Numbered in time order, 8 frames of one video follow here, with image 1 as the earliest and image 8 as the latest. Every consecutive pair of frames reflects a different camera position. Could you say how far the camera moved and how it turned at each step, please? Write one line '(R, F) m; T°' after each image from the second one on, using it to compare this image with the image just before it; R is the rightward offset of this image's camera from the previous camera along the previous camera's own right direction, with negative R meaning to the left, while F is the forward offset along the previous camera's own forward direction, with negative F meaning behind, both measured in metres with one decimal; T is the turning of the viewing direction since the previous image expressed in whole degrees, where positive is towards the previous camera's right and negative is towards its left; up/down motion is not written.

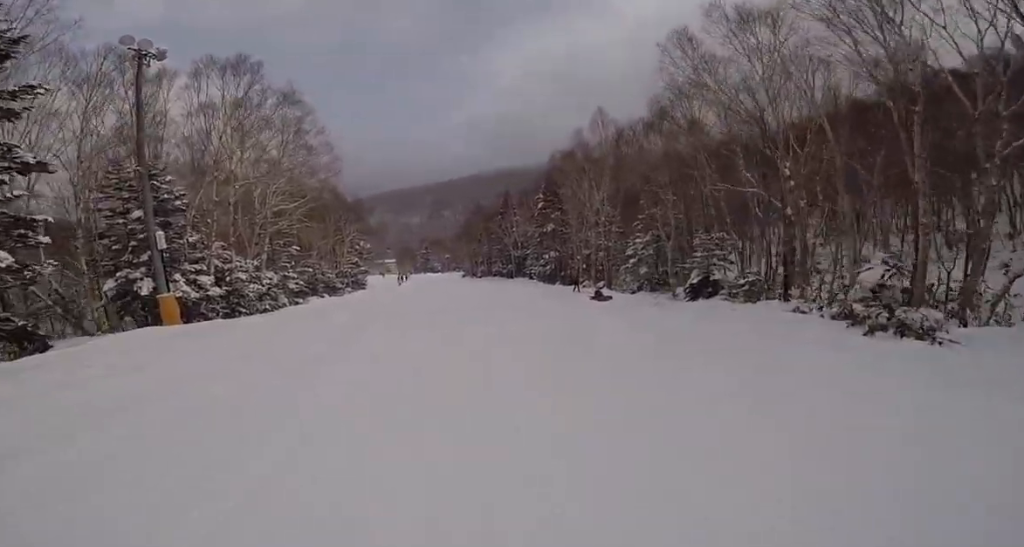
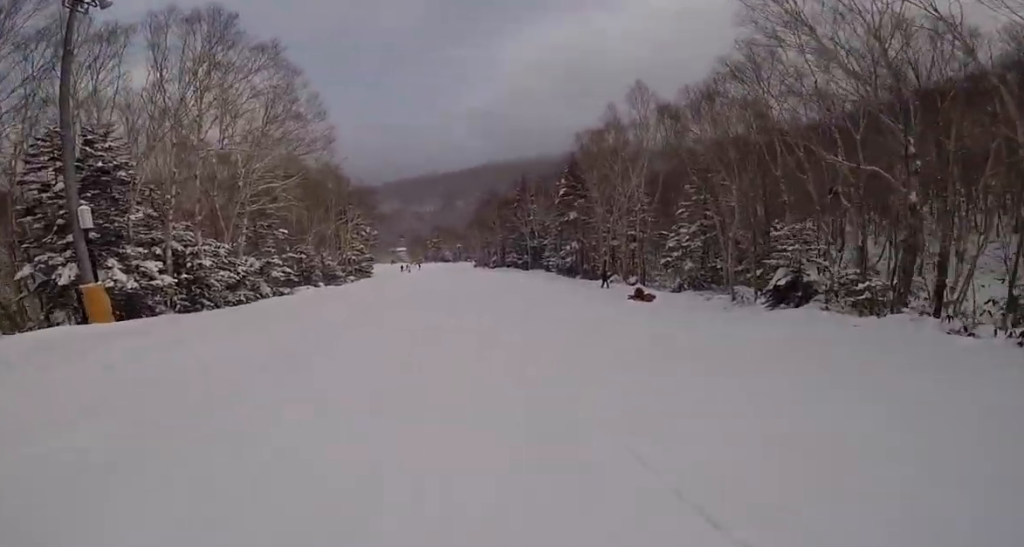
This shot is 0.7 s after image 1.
(-0.3, +4.5) m; 0°
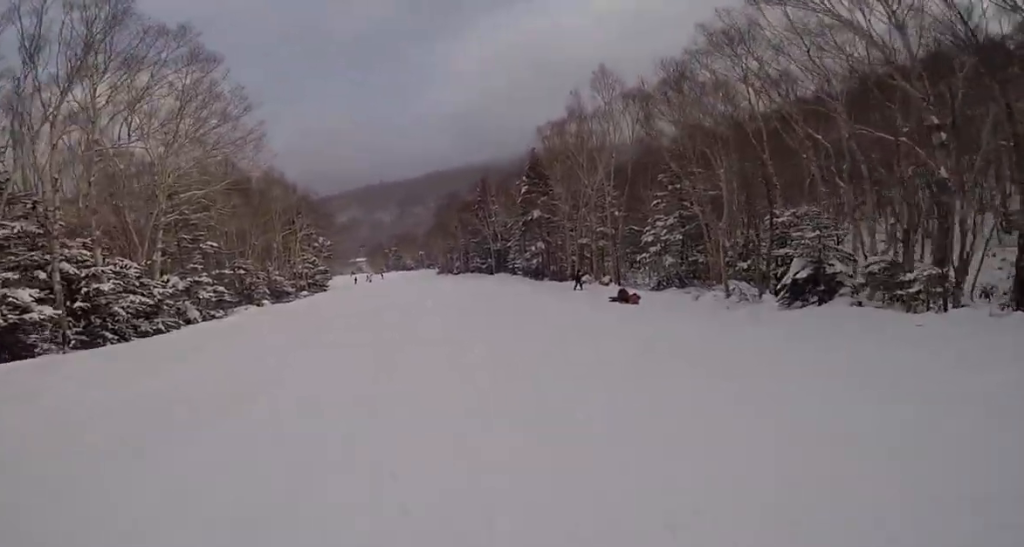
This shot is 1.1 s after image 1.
(+0.4, +3.0) m; 0°
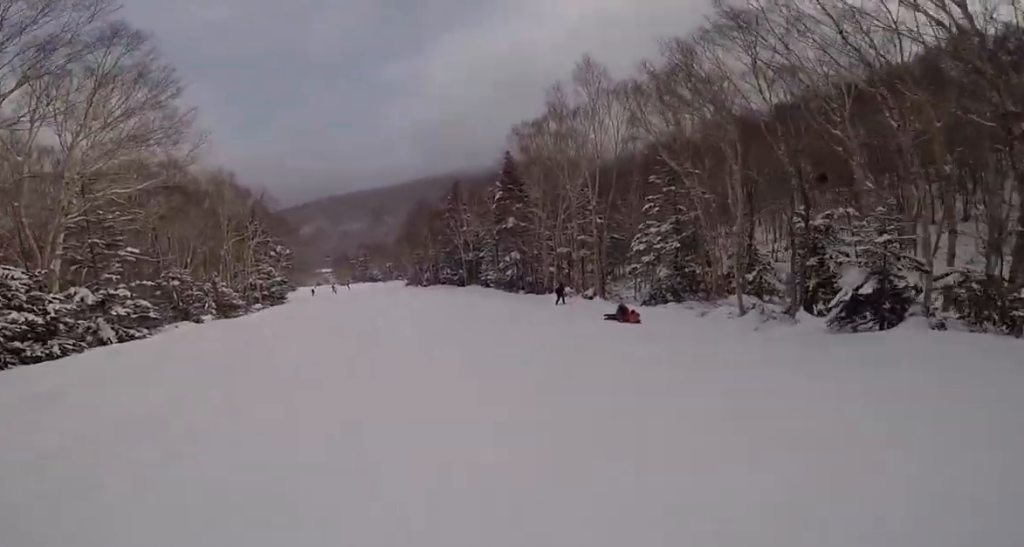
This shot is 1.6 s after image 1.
(+0.2, +3.2) m; -2°
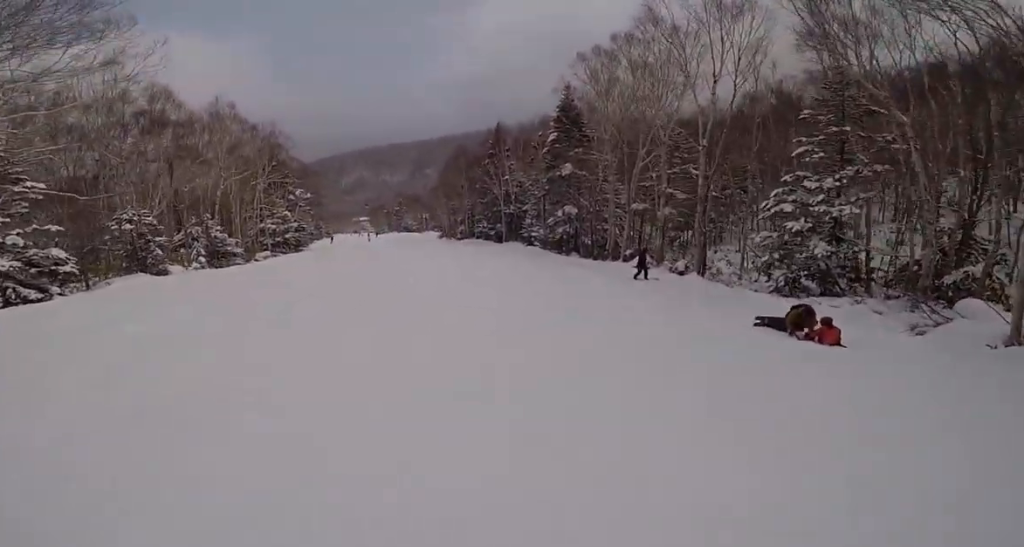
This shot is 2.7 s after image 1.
(-1.0, +6.9) m; -10°
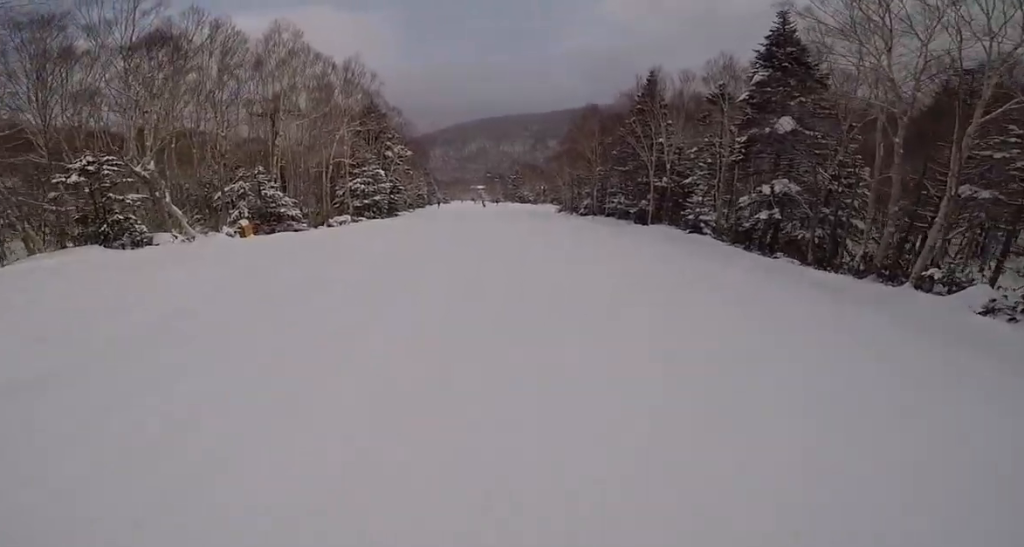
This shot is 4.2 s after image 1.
(-0.8, +10.4) m; -10°
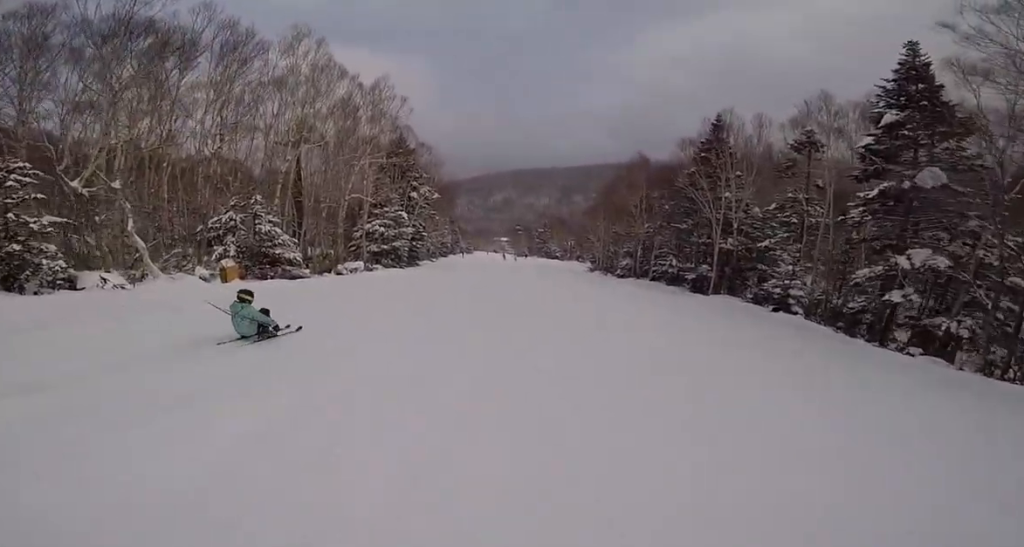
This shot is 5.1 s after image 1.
(-0.3, +5.3) m; +11°
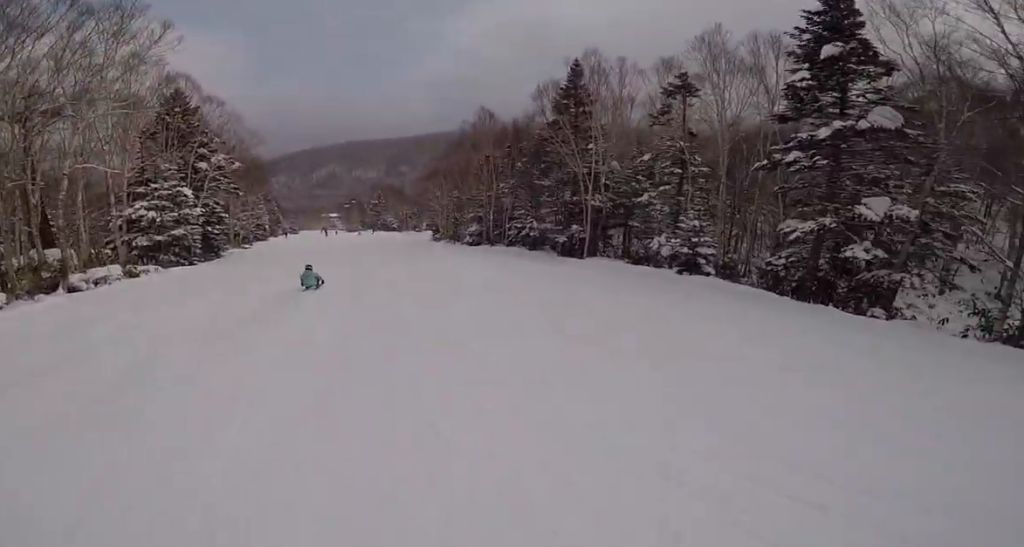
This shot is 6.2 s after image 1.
(+2.1, +7.3) m; +8°
